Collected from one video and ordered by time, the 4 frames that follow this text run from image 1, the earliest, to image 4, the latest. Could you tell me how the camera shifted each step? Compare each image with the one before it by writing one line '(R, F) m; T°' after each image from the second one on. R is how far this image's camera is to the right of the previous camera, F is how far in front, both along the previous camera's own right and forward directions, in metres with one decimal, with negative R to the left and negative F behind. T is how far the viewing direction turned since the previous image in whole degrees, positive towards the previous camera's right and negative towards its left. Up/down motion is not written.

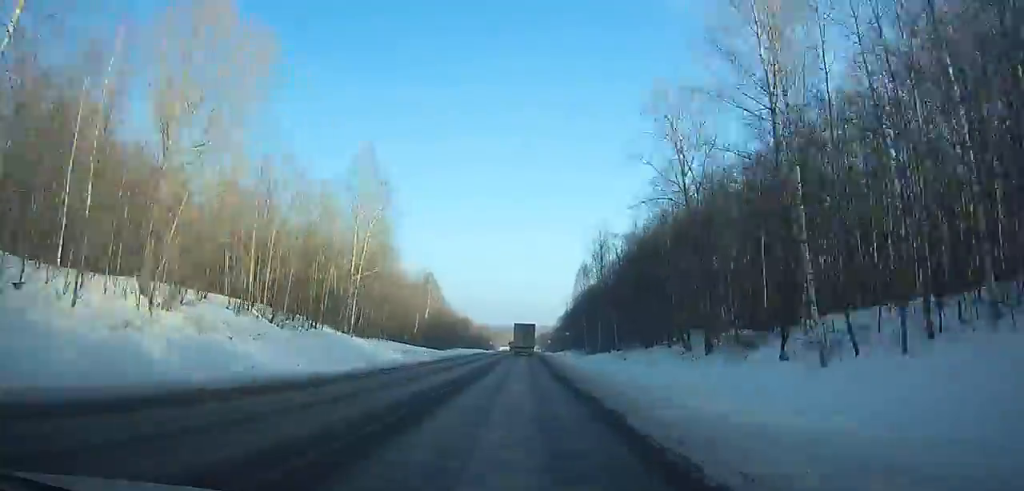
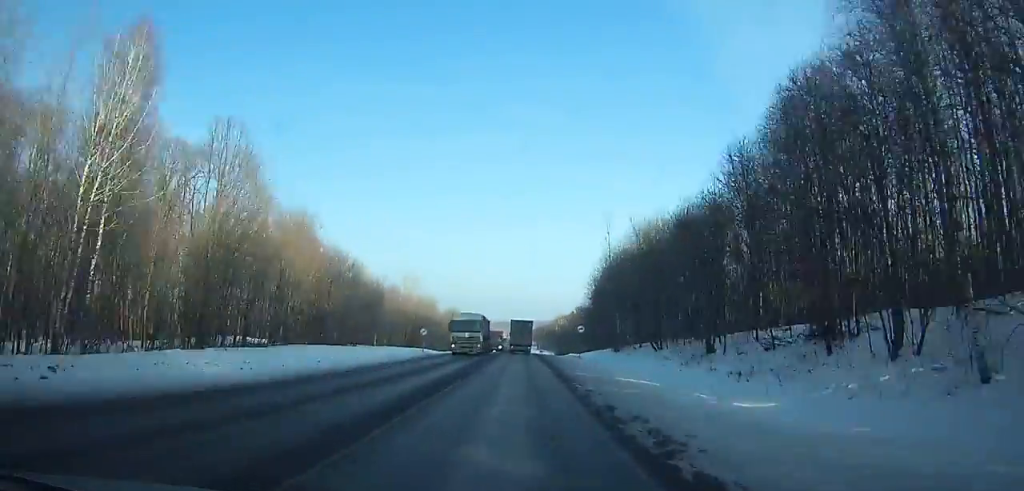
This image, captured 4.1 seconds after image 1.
(+0.6, +97.8) m; 0°
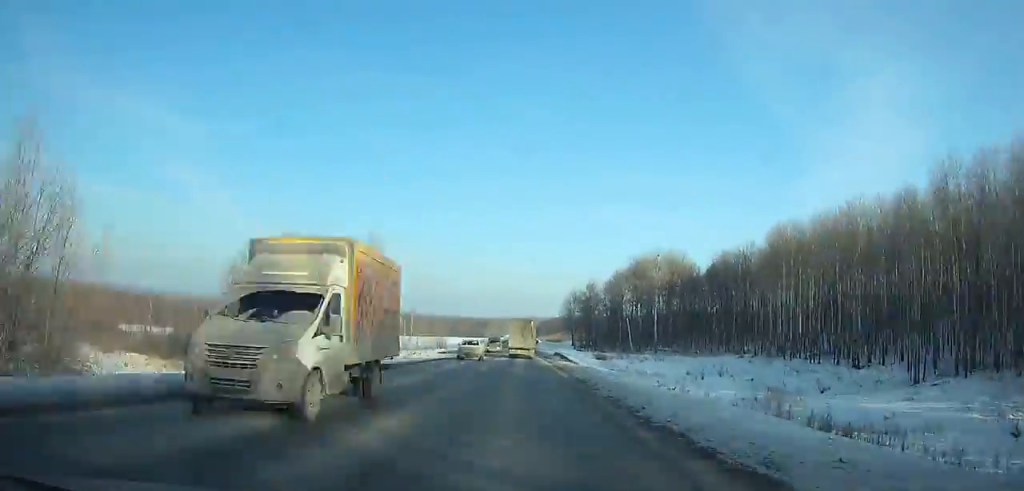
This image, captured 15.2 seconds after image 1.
(-0.6, +267.4) m; 0°
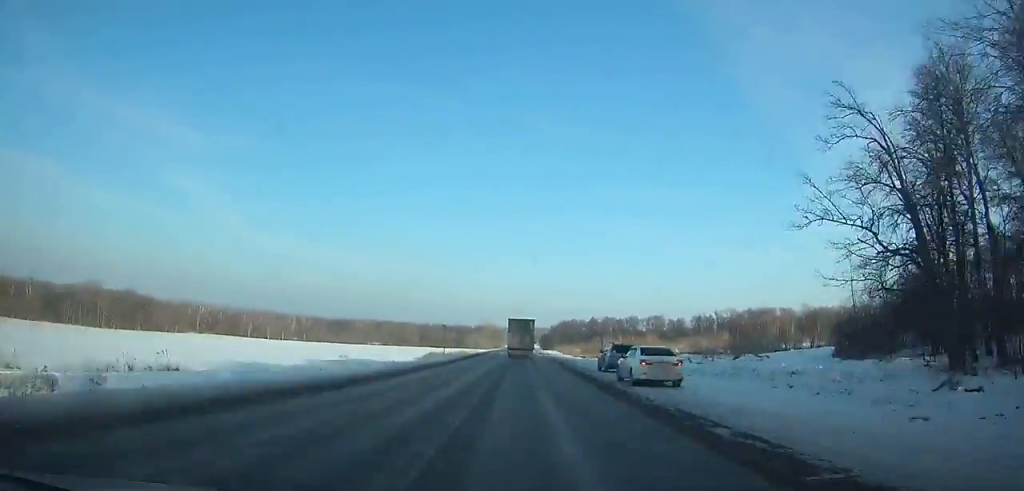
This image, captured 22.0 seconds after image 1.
(-1.2, +166.4) m; 0°
